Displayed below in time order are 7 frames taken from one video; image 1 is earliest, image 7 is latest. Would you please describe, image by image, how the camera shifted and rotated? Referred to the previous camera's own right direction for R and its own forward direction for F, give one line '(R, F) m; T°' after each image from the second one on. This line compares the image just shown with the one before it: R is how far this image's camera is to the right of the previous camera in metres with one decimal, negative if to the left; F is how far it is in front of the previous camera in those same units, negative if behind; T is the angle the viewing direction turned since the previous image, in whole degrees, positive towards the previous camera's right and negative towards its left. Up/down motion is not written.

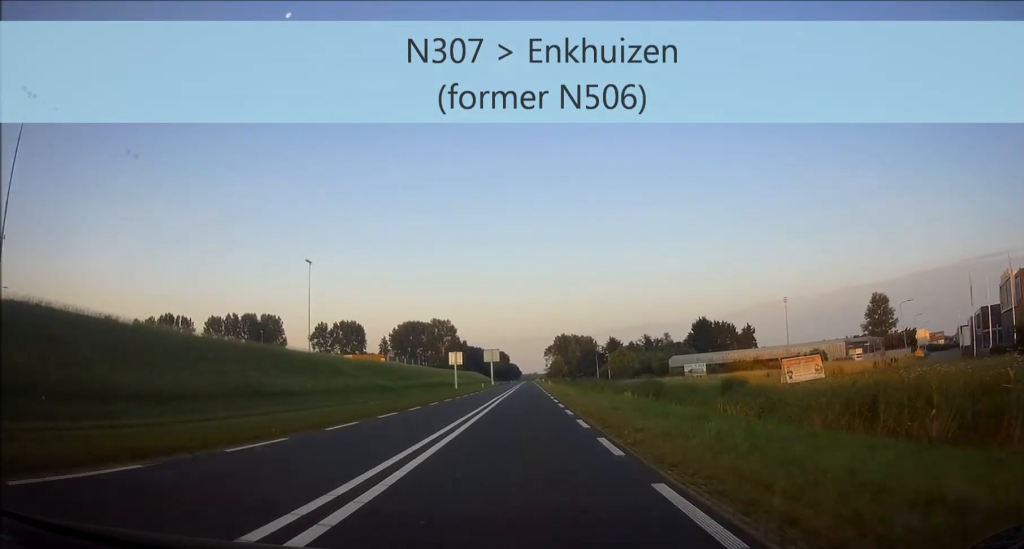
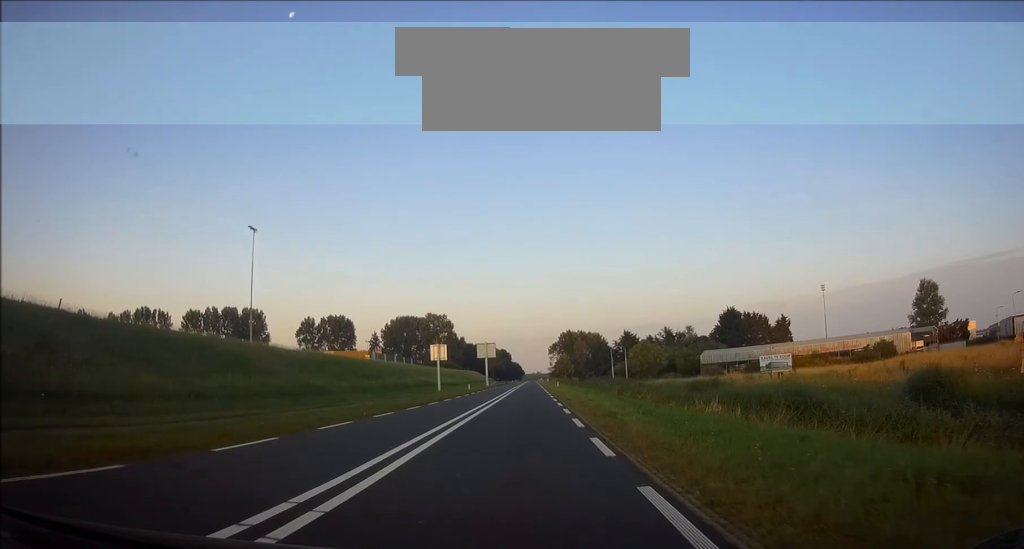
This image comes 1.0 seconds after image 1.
(+0.1, +23.7) m; 0°
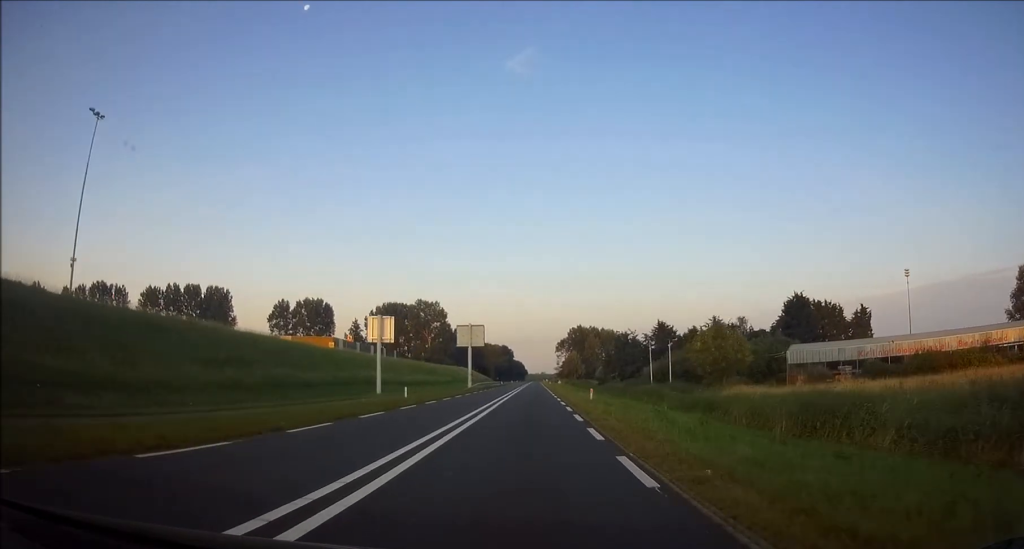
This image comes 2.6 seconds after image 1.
(-0.2, +38.2) m; 0°
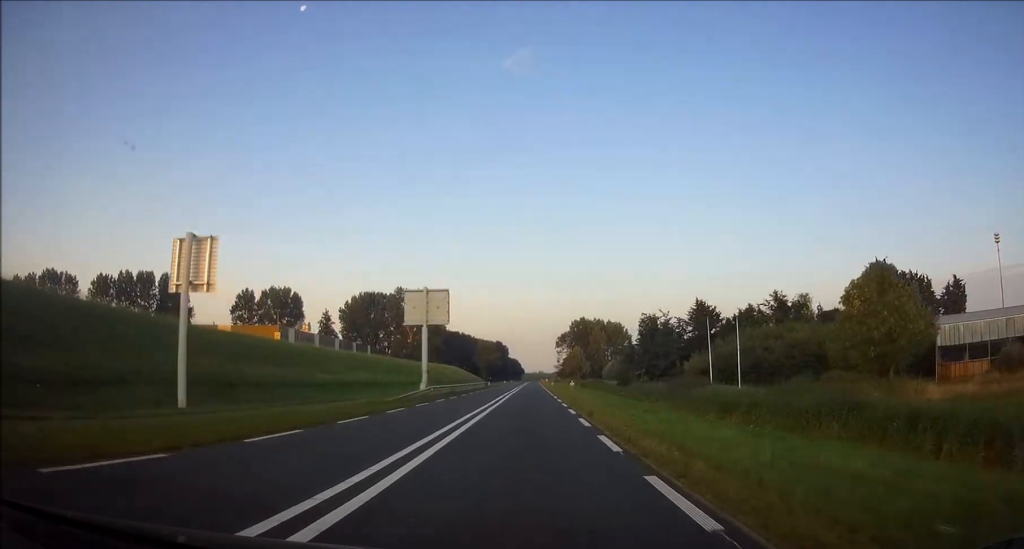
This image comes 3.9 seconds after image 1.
(0.0, +32.1) m; 0°
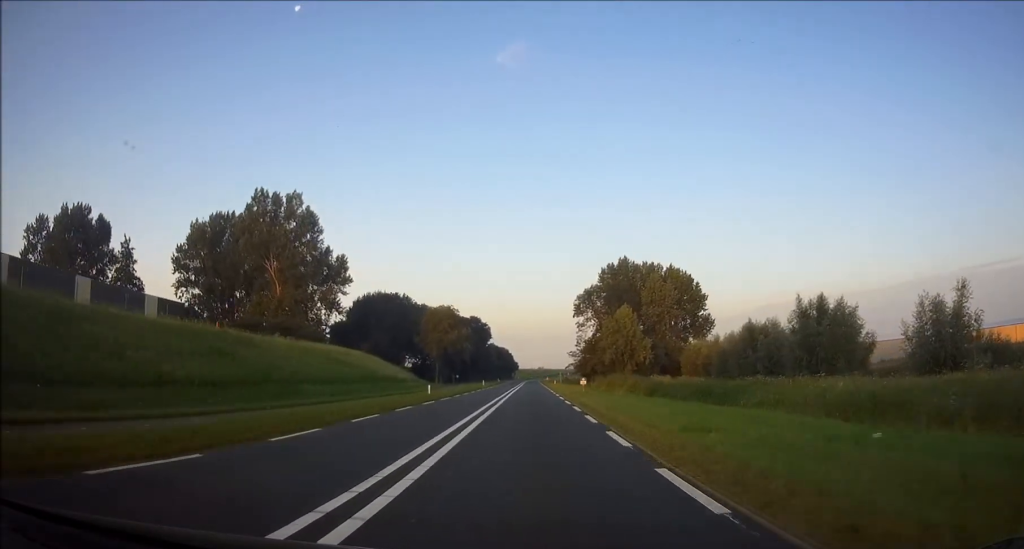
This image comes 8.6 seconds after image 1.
(+1.0, +112.6) m; +1°
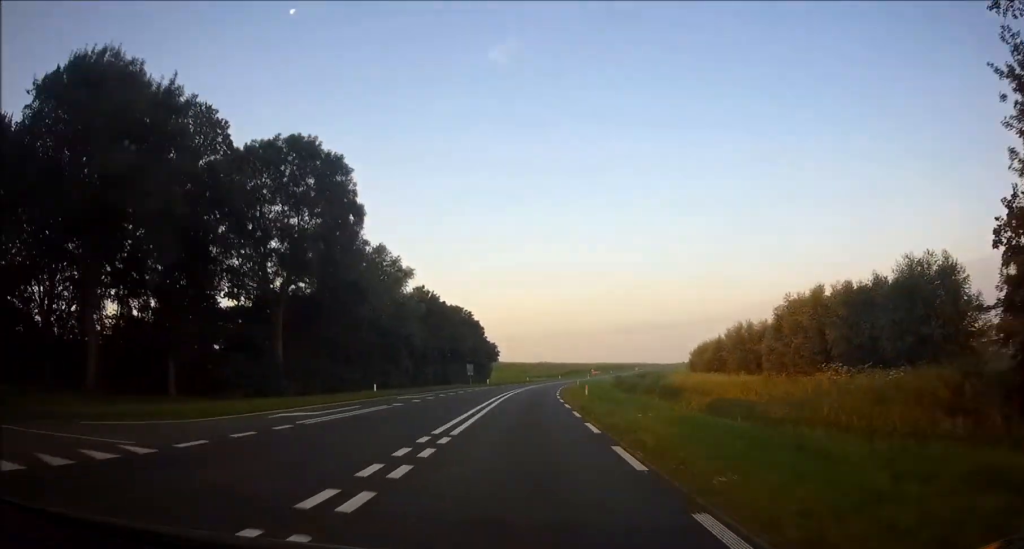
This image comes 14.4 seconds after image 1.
(-0.5, +139.0) m; 0°
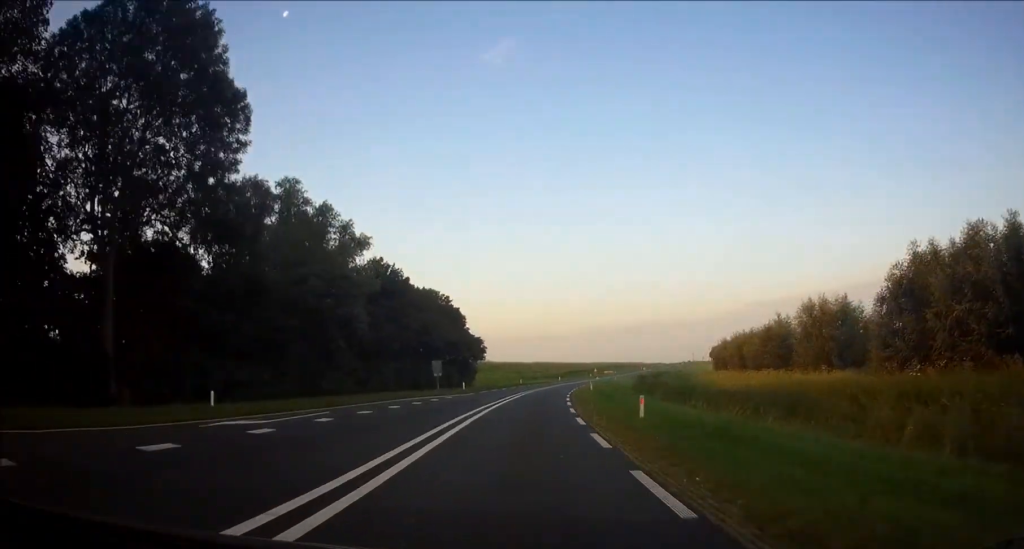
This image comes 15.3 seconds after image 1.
(-0.2, +20.6) m; +1°
